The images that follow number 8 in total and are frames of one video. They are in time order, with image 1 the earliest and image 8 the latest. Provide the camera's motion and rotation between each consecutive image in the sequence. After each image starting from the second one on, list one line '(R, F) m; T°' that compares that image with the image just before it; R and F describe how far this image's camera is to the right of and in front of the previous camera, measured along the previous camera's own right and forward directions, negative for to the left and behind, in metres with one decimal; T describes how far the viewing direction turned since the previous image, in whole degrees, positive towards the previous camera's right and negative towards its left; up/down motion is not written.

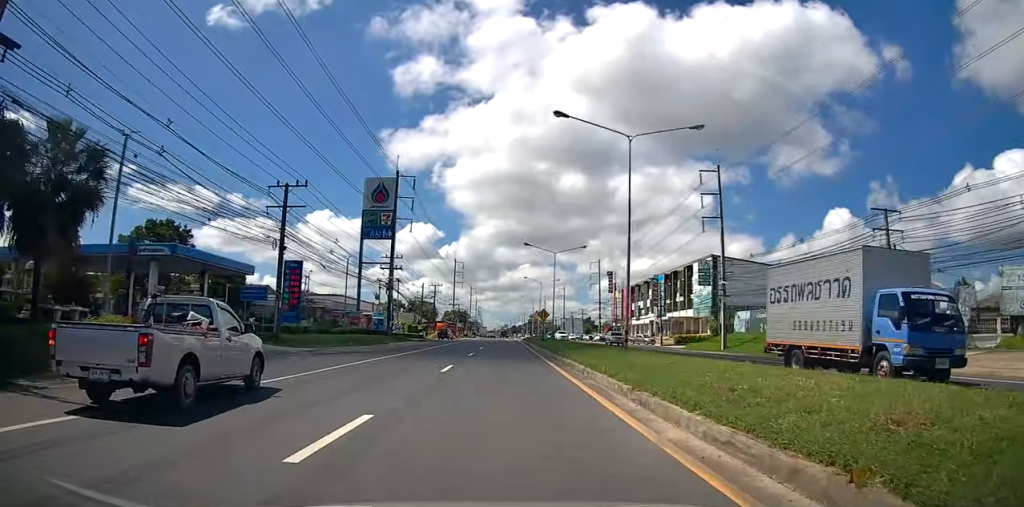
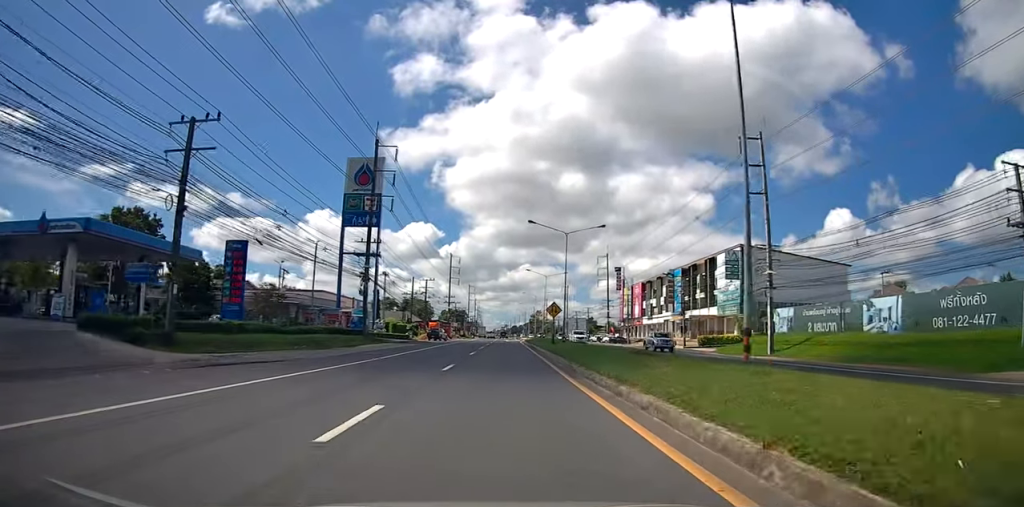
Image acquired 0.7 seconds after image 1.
(0.0, +12.7) m; 0°
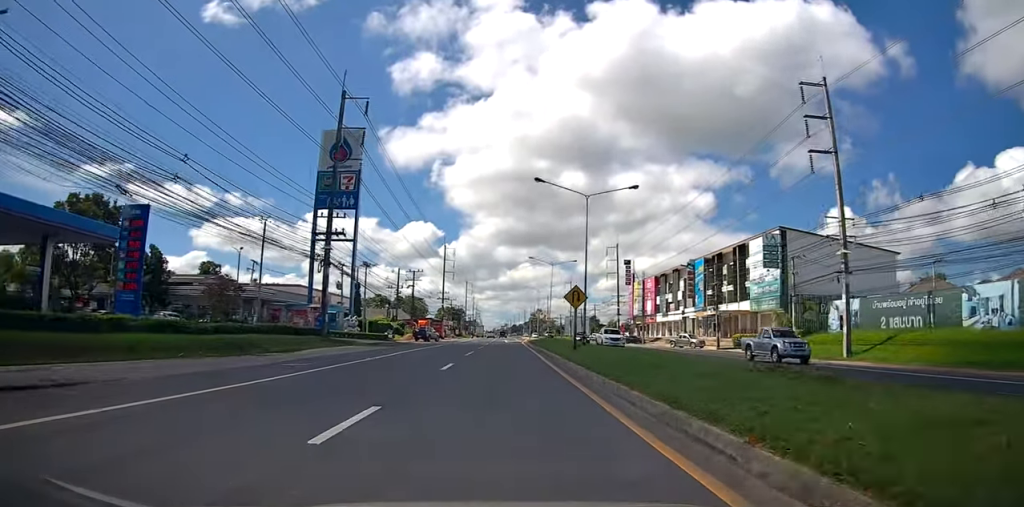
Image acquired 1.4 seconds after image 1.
(0.0, +12.1) m; 0°
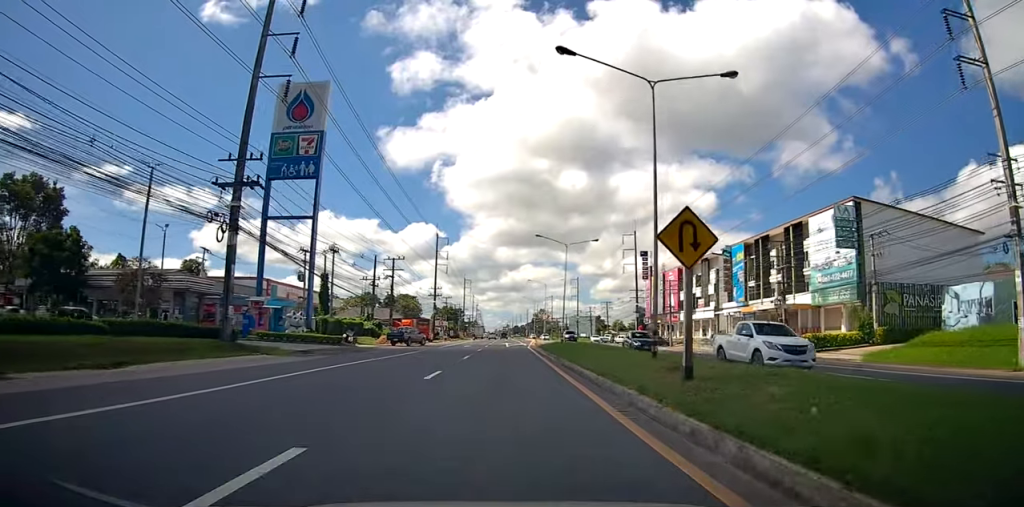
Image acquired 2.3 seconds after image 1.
(0.0, +15.5) m; 0°
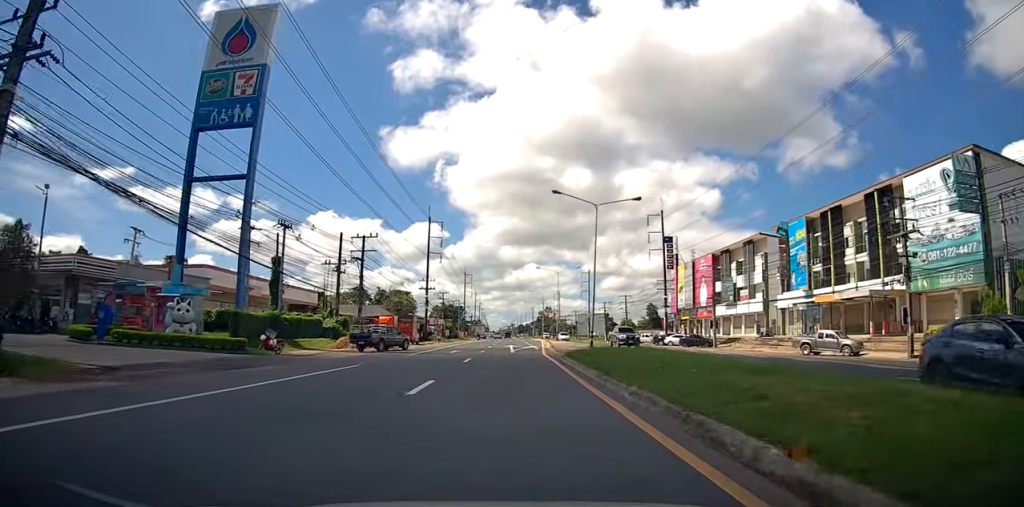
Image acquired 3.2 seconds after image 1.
(0.0, +16.9) m; 0°
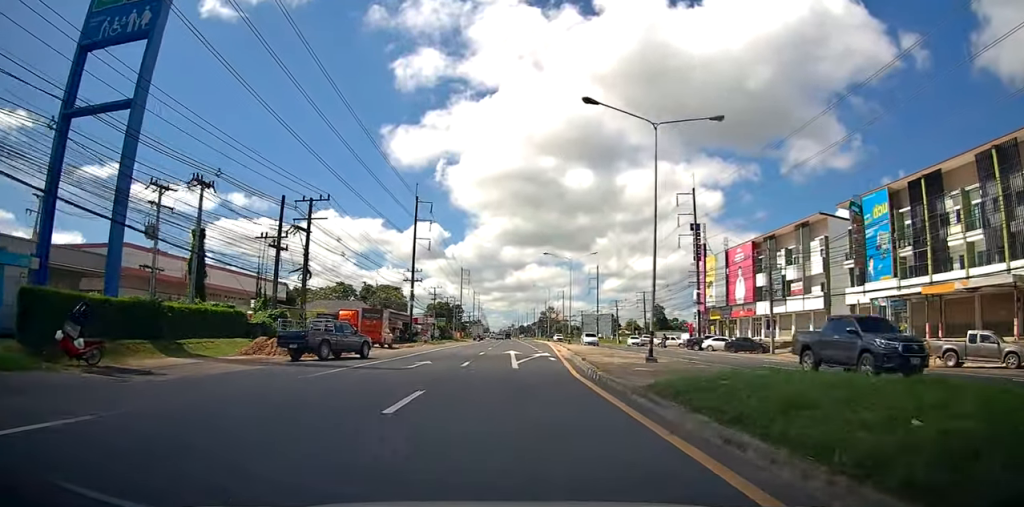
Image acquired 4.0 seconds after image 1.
(0.0, +16.1) m; 0°
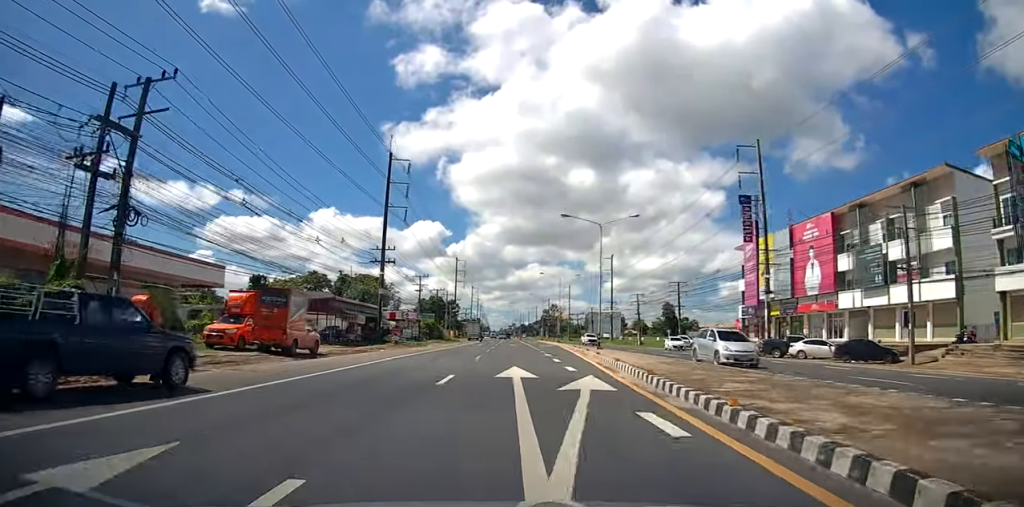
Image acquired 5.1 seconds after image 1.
(0.0, +20.1) m; 0°
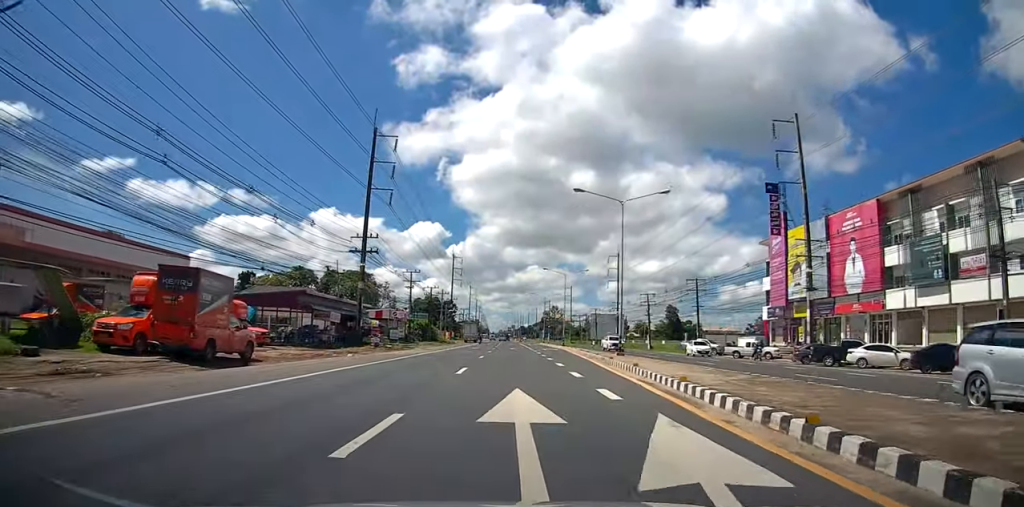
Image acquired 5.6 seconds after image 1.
(0.0, +7.9) m; 0°
